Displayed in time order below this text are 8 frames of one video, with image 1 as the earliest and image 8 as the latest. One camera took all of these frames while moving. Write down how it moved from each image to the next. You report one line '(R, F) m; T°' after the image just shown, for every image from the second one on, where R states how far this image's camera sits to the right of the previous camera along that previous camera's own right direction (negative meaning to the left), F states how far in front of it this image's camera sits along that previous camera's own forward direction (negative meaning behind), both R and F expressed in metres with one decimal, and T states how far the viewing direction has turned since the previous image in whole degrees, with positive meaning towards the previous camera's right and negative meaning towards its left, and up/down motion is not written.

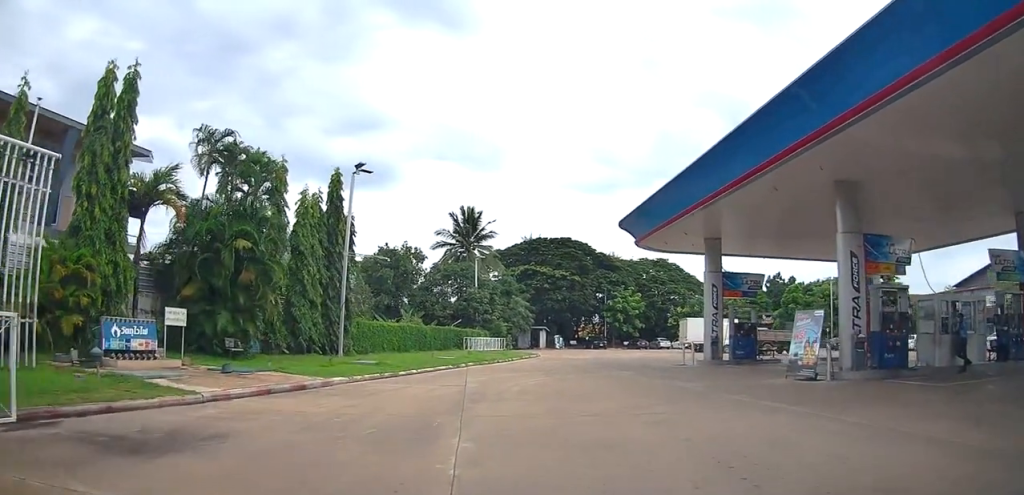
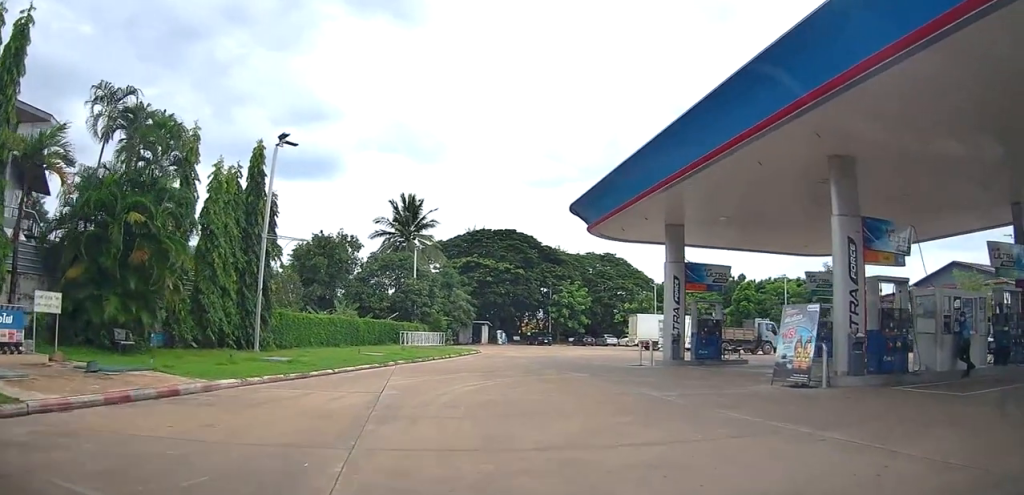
(-0.5, +2.9) m; 0°
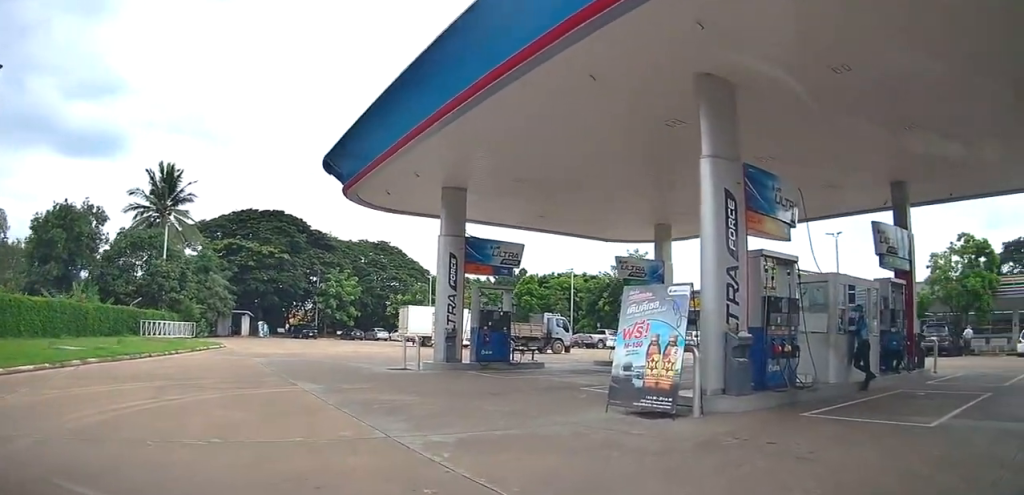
(+1.3, +5.3) m; +36°
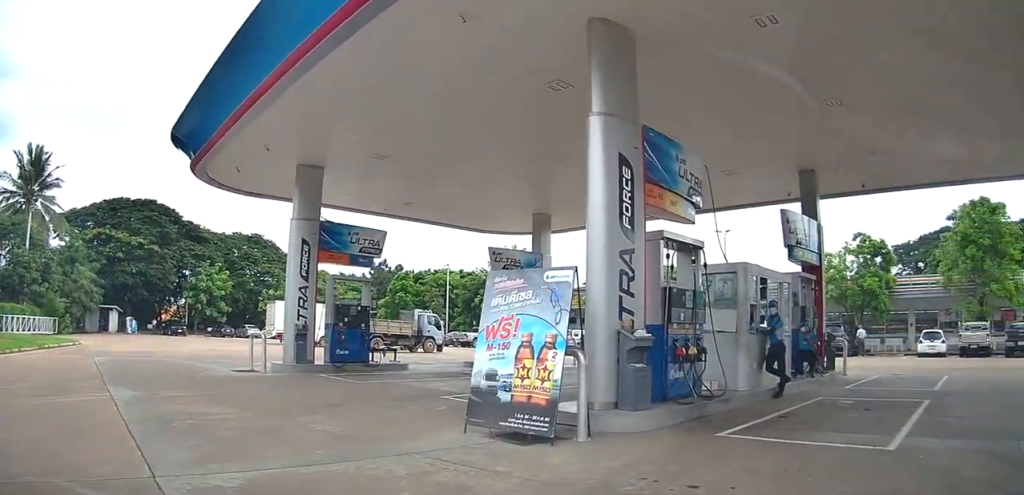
(+0.5, +2.2) m; +15°
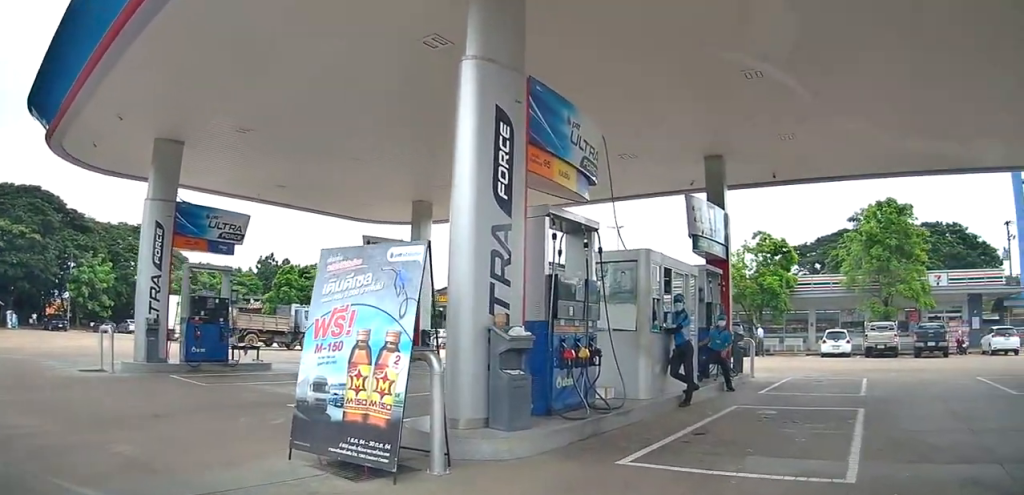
(+0.1, +1.9) m; +5°
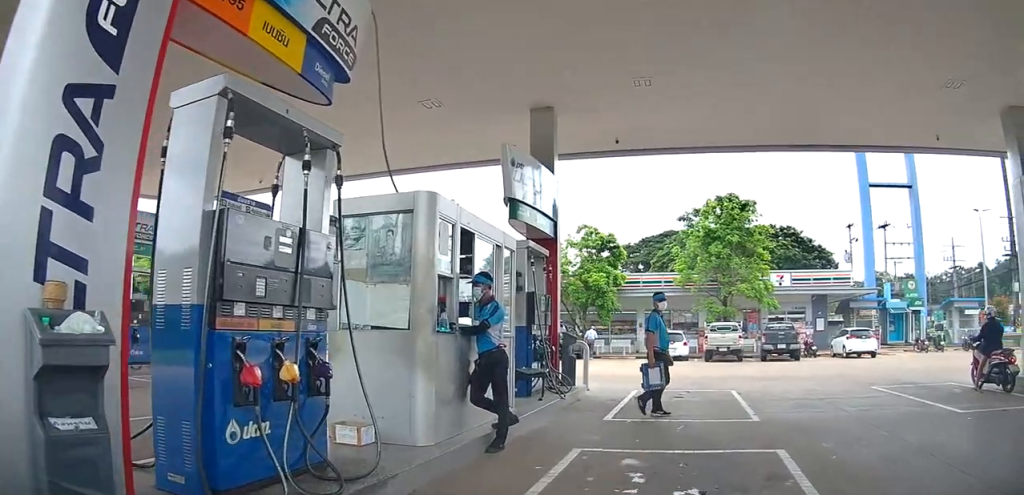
(+0.6, +3.7) m; +27°
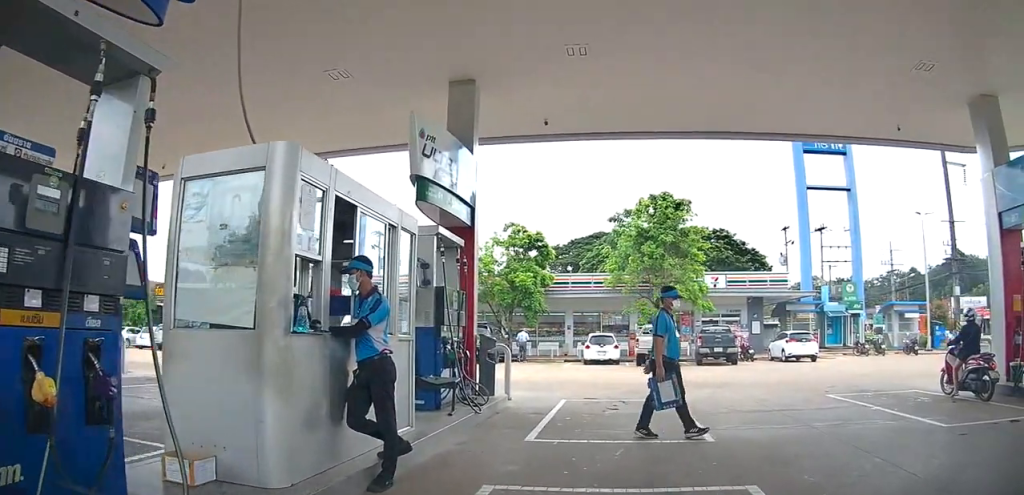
(+0.2, +1.3) m; +14°
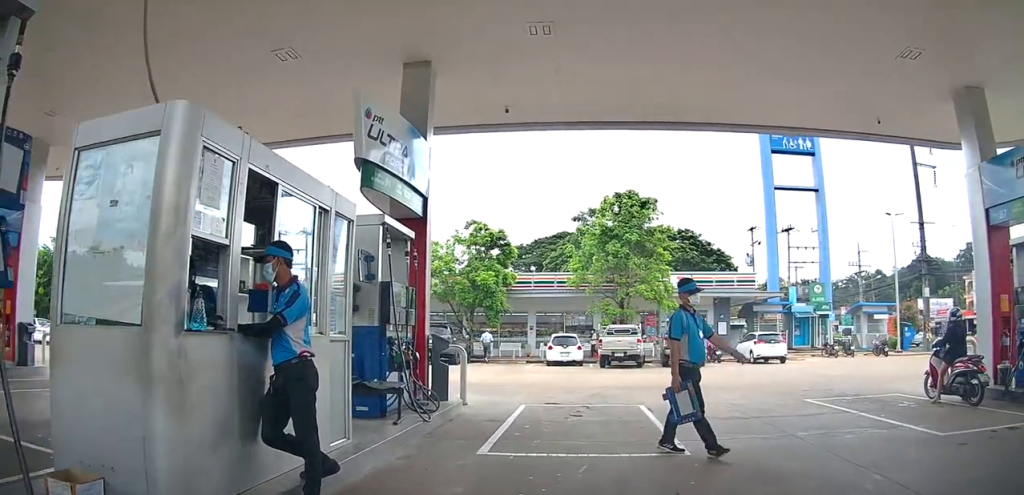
(+0.2, +0.5) m; 0°
